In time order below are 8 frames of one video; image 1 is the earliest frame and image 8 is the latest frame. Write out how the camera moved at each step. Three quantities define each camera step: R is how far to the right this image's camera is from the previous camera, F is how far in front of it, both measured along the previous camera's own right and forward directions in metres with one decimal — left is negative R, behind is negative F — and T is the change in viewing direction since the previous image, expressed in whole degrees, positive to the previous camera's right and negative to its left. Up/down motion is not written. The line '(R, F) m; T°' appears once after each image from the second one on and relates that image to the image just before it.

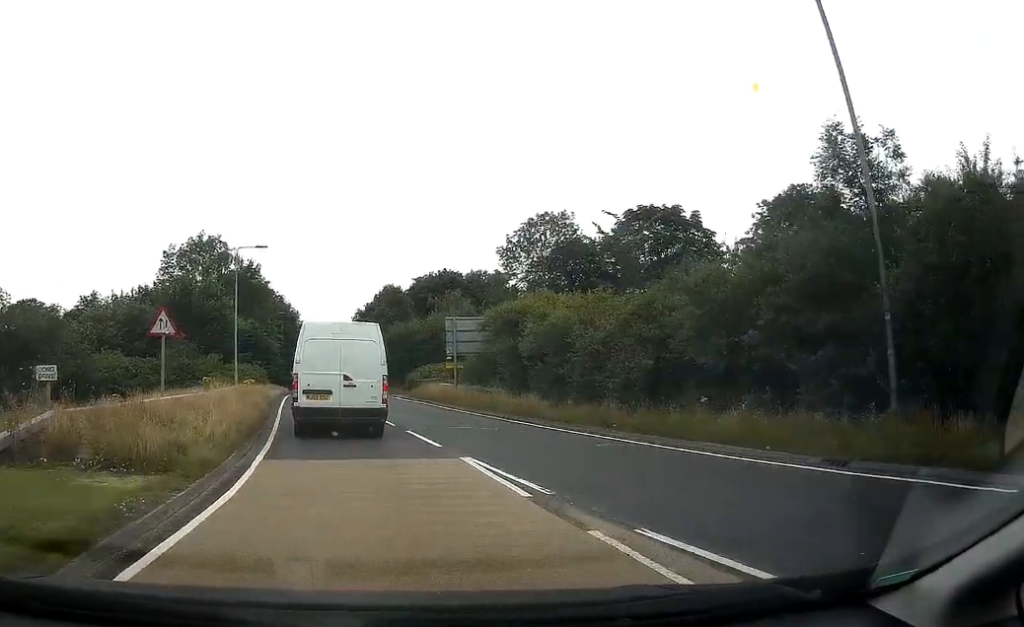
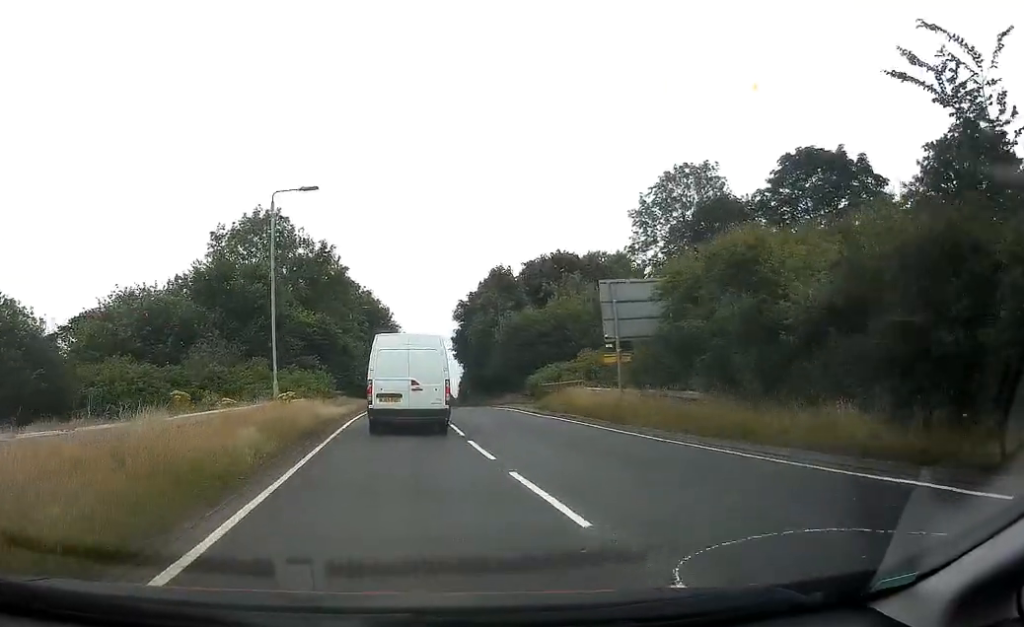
(-1.9, +12.5) m; -12°
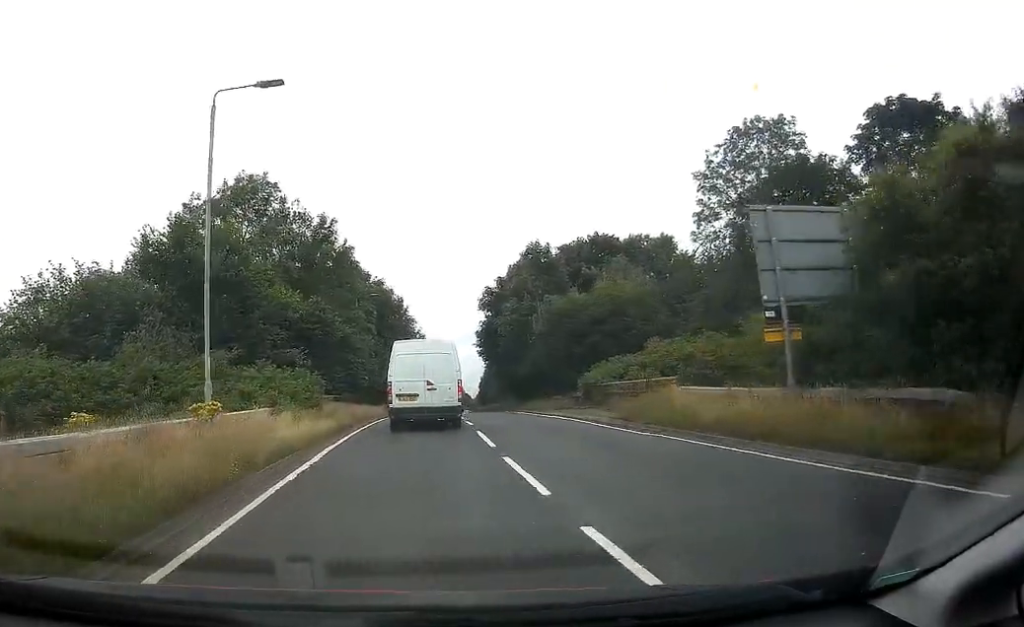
(-0.4, +9.6) m; -2°
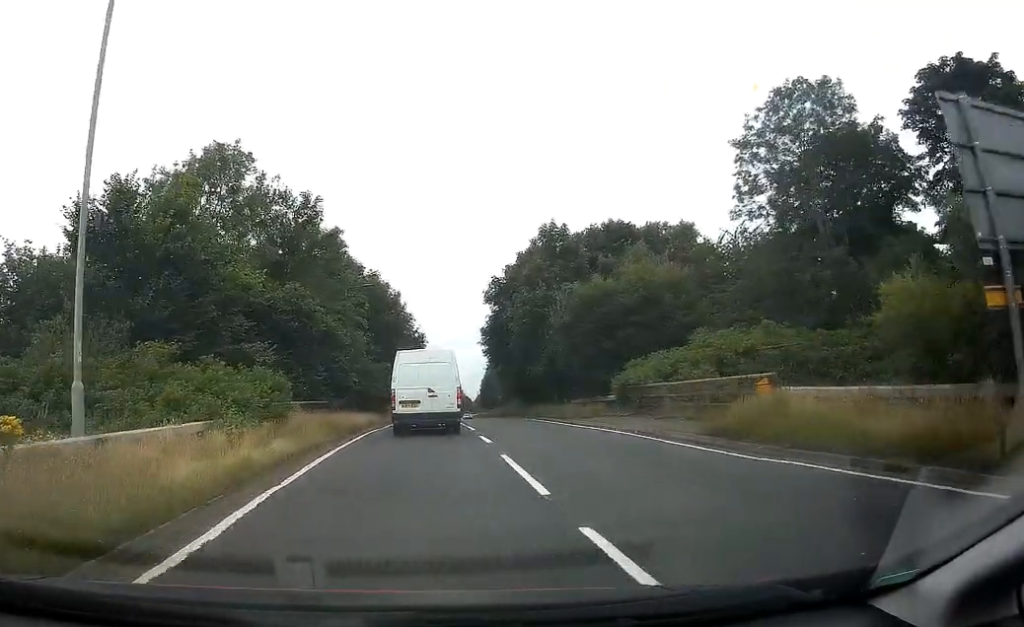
(-0.1, +6.0) m; 0°
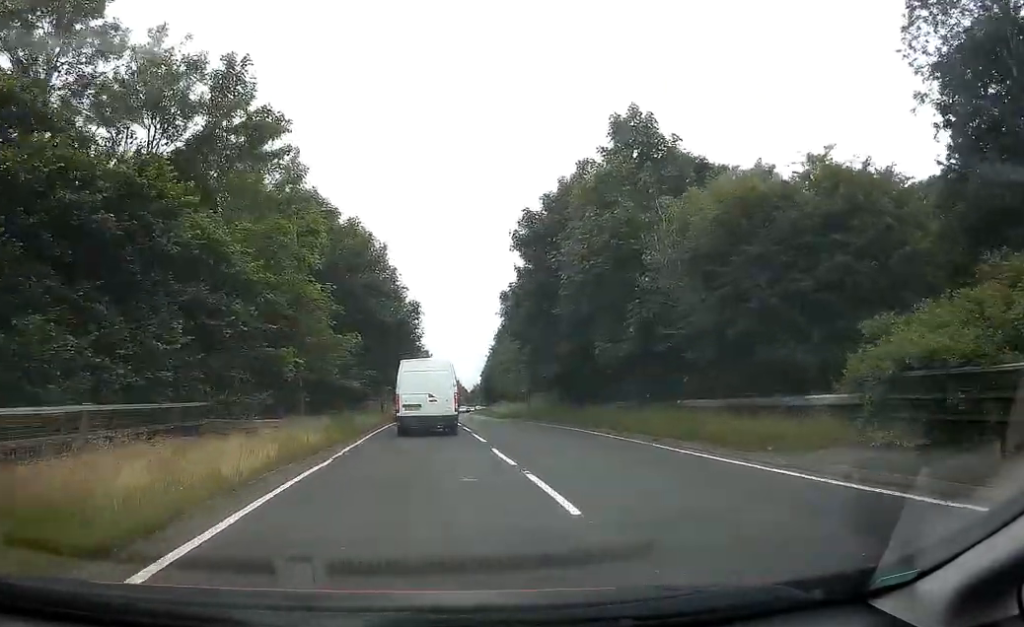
(+0.5, +16.5) m; +2°
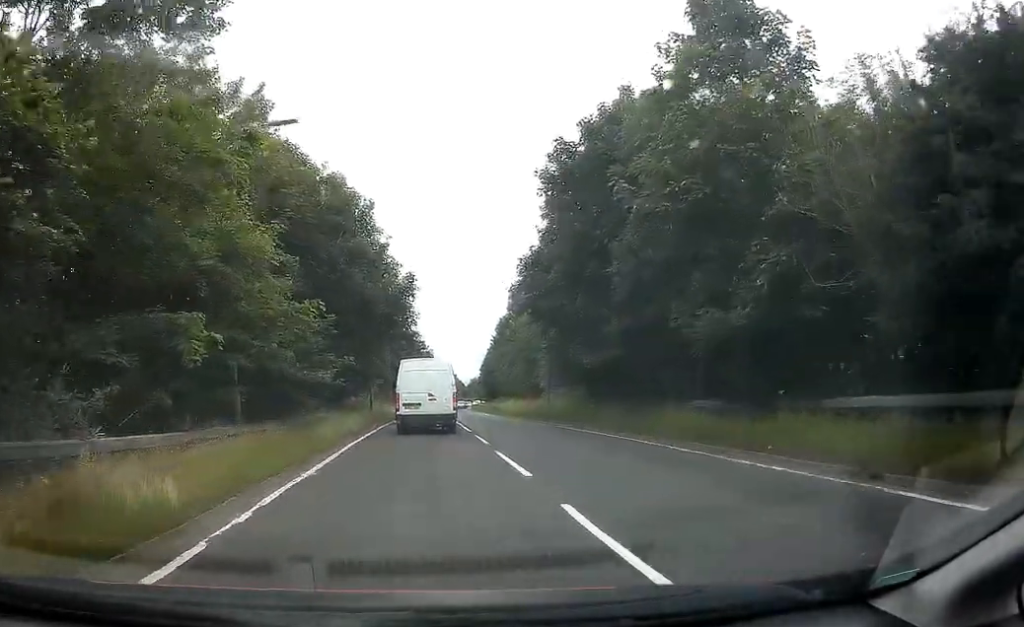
(+0.1, +8.9) m; 0°
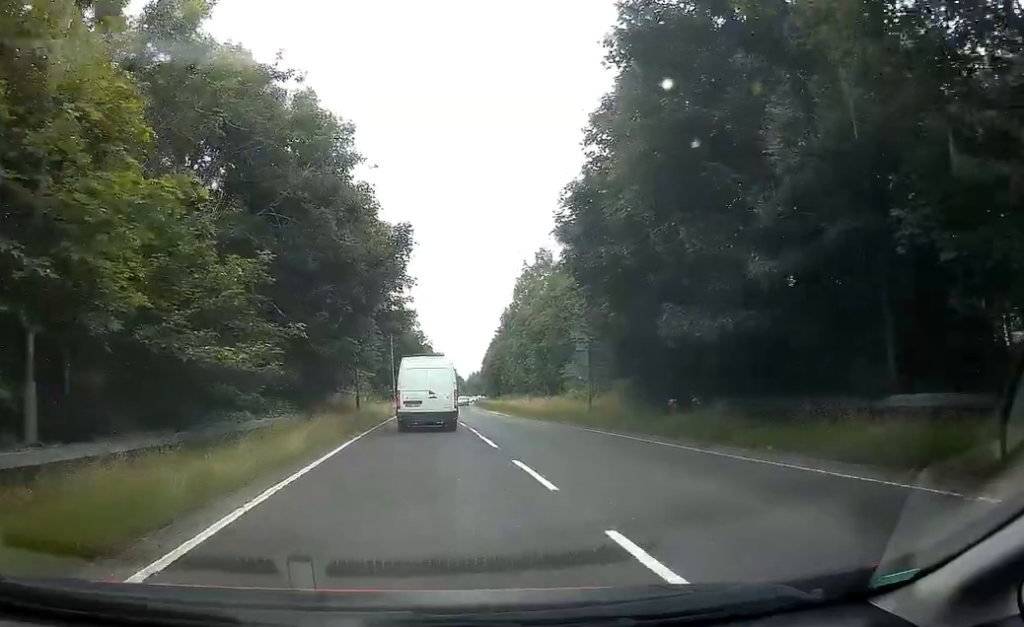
(0.0, +9.3) m; 0°
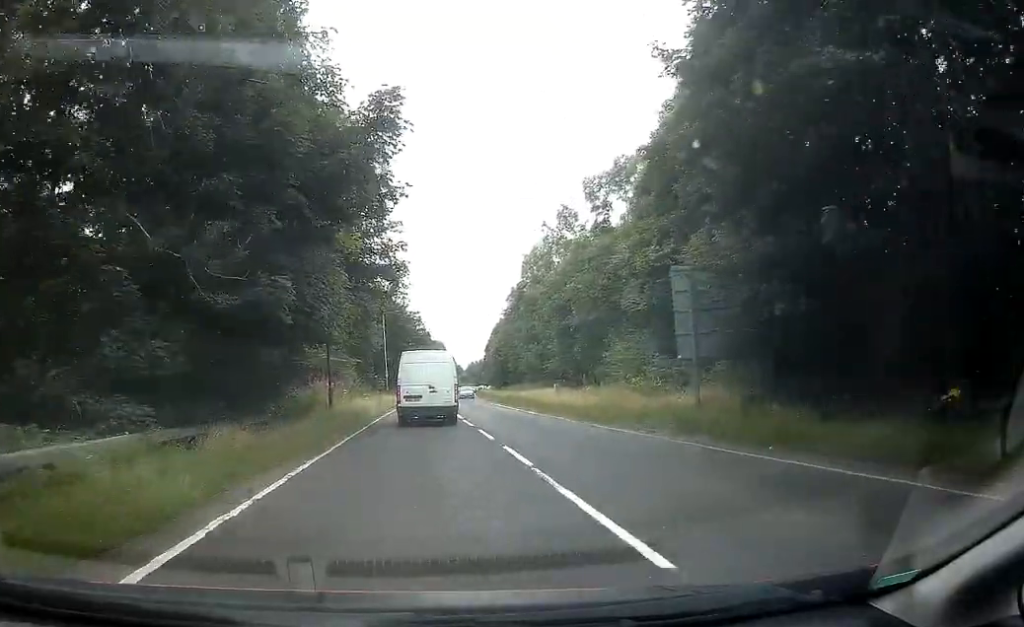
(0.0, +11.1) m; 0°
